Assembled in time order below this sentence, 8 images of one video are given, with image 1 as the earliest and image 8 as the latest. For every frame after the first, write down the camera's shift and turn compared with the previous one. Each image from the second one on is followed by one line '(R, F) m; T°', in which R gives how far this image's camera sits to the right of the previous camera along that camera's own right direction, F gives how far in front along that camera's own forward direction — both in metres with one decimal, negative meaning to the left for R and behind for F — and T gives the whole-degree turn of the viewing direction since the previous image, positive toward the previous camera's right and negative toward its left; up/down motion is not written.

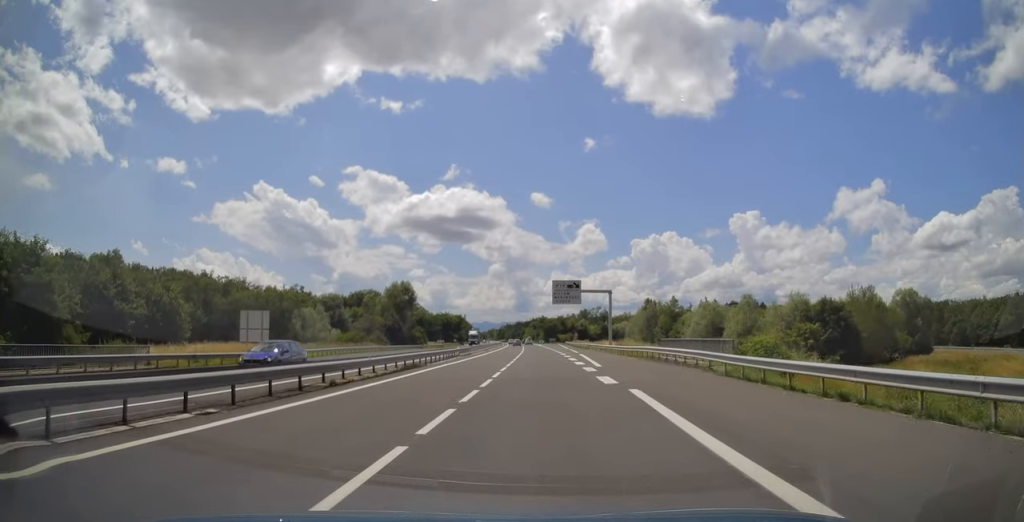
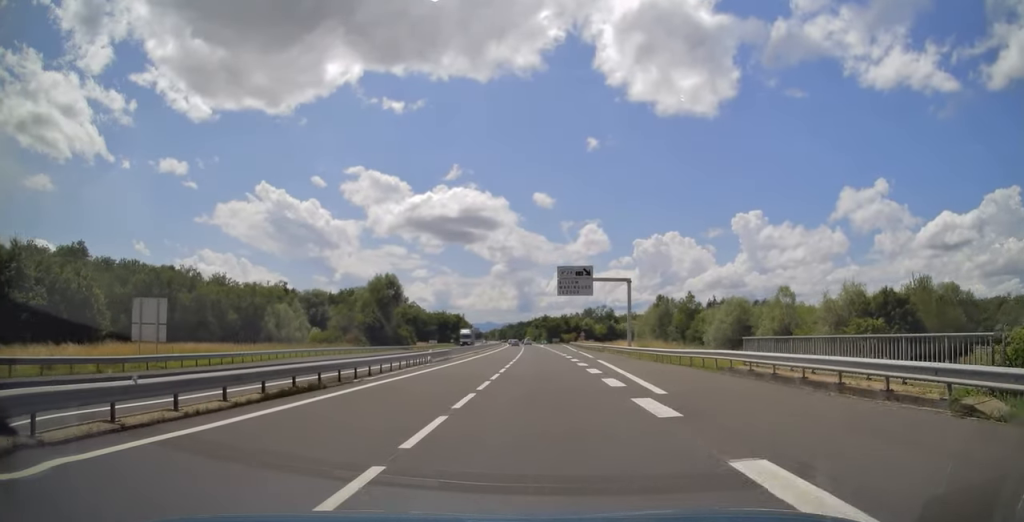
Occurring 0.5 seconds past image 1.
(-0.1, +14.4) m; 0°
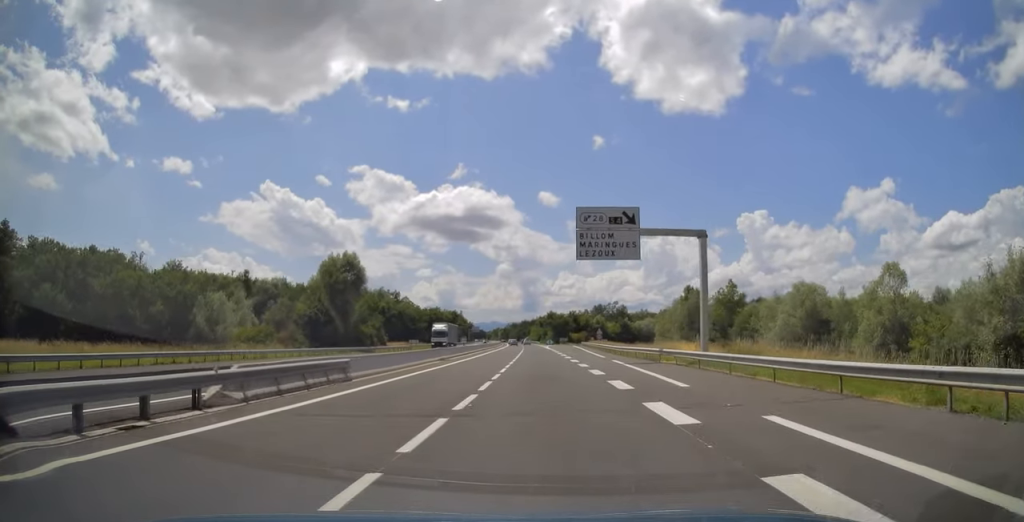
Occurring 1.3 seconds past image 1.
(-0.1, +26.8) m; 0°
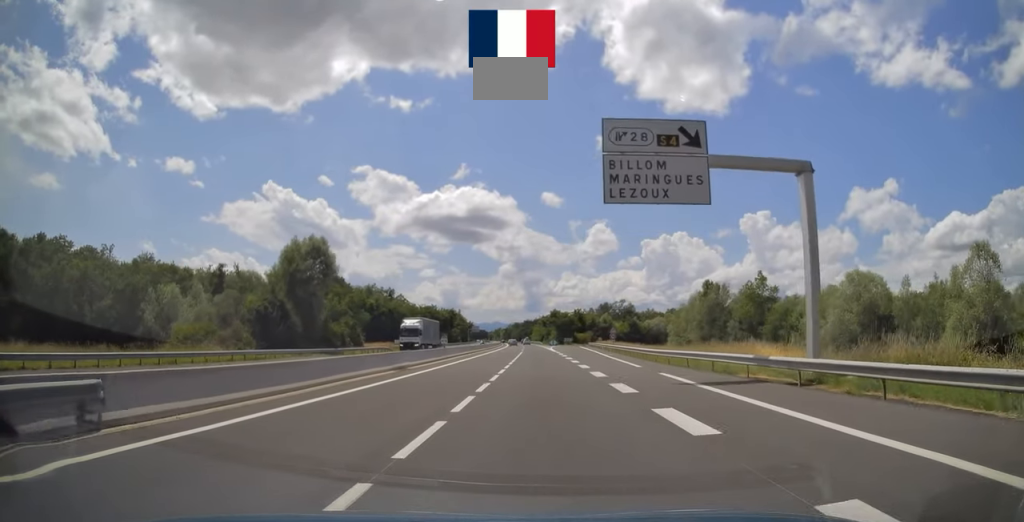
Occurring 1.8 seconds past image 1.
(-0.1, +13.9) m; 0°
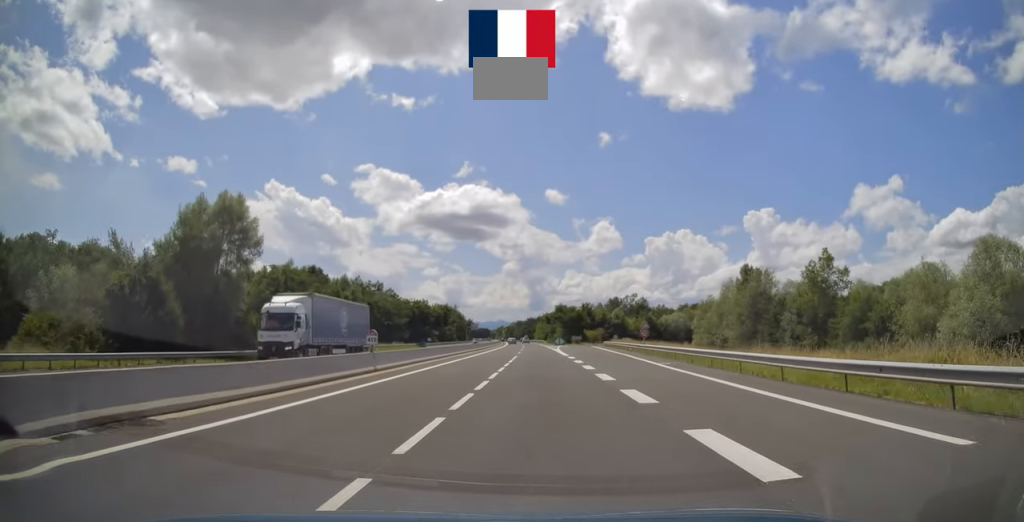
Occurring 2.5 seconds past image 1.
(+0.3, +22.1) m; -1°
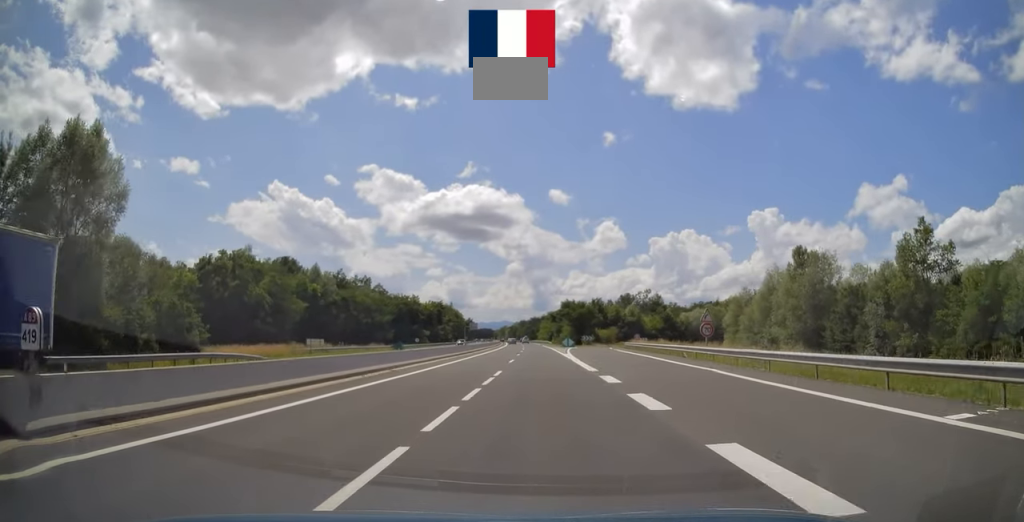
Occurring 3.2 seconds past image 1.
(-0.2, +20.6) m; -1°
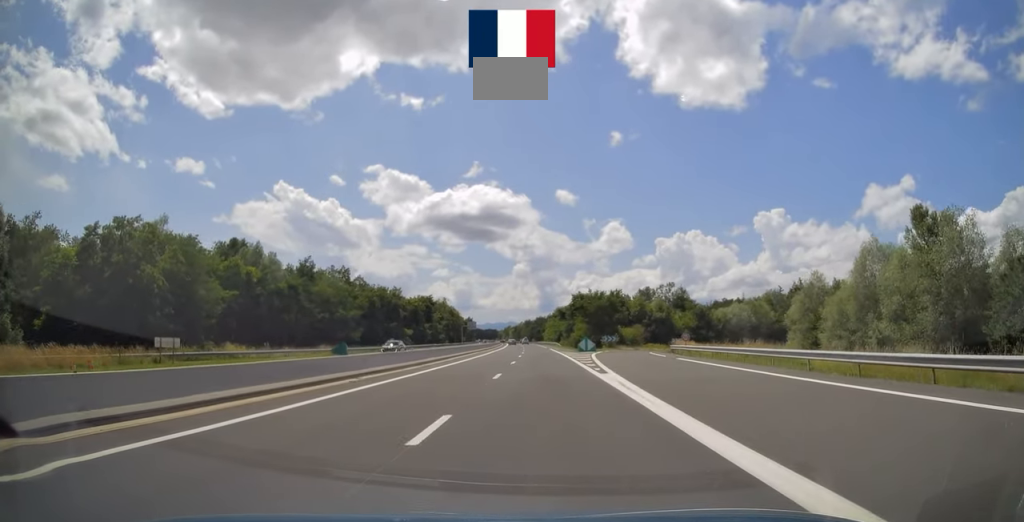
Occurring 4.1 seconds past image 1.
(-0.4, +27.8) m; -1°
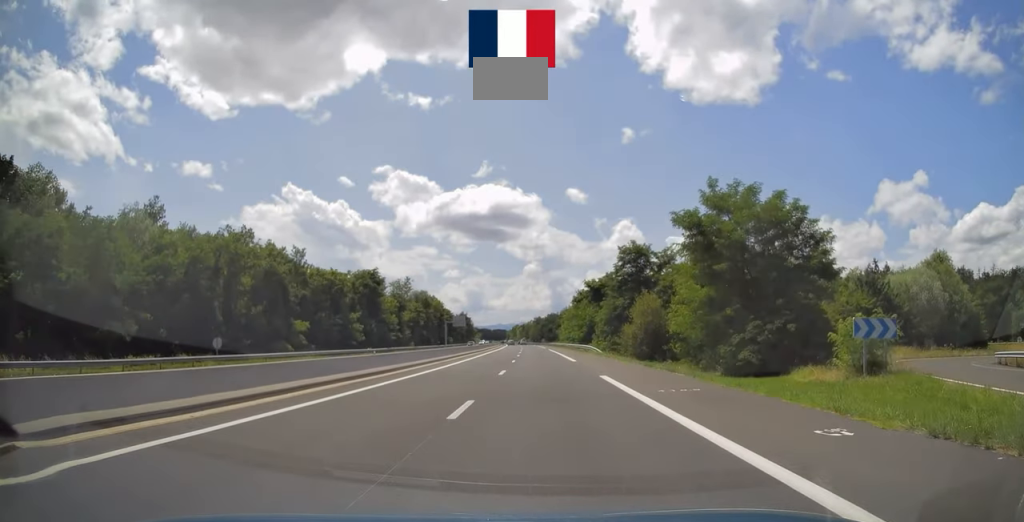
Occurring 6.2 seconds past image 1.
(-0.4, +64.3) m; -1°
